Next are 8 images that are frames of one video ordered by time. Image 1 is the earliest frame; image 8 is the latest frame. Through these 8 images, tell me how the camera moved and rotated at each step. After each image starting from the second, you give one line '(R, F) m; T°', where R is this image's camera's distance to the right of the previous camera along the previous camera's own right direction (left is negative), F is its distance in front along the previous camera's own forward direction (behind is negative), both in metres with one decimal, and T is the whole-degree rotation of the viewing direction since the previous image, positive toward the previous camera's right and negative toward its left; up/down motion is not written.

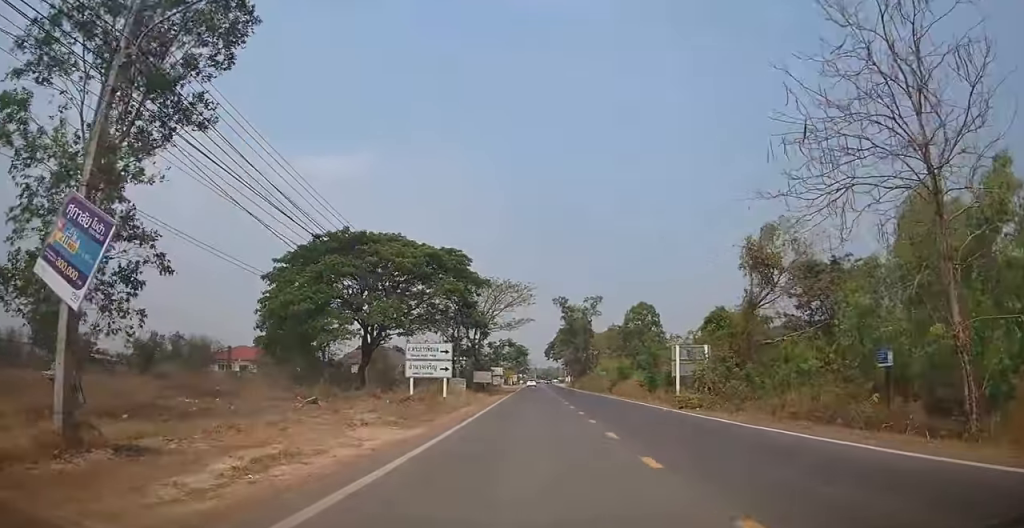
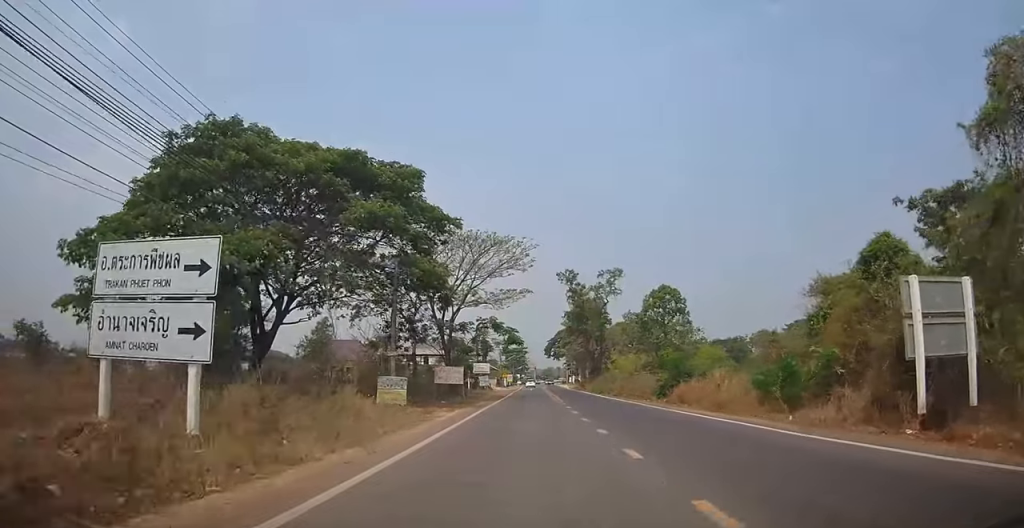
(+0.4, +18.8) m; +1°
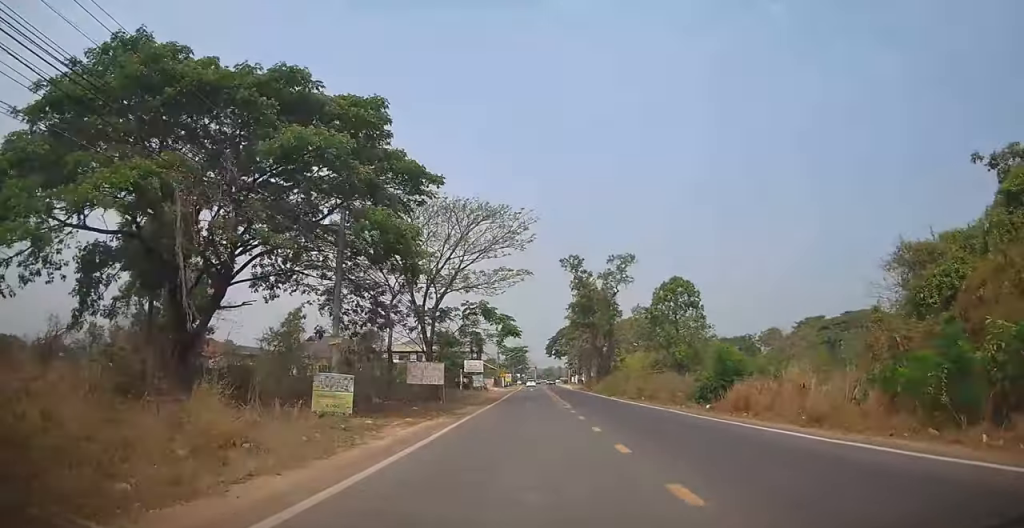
(-0.1, +7.0) m; 0°
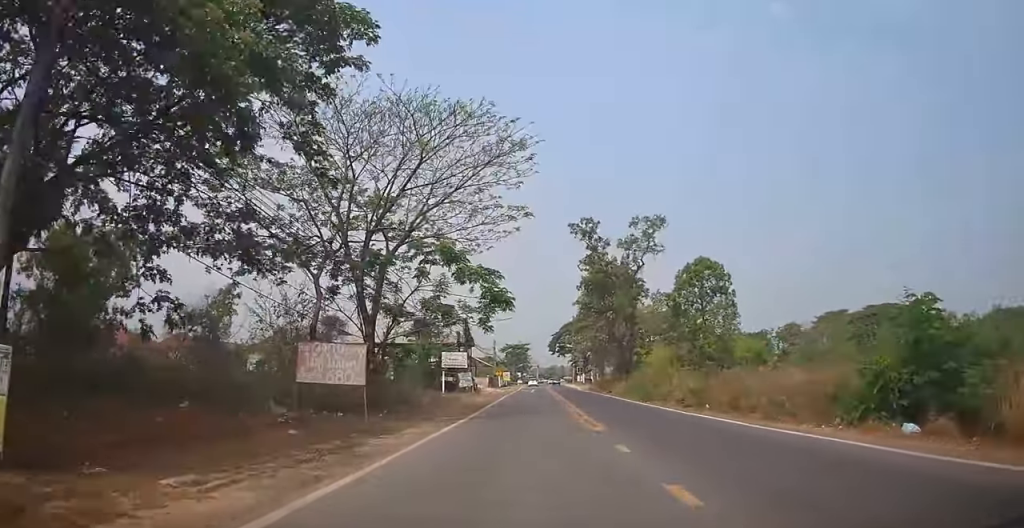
(-0.1, +11.9) m; -1°
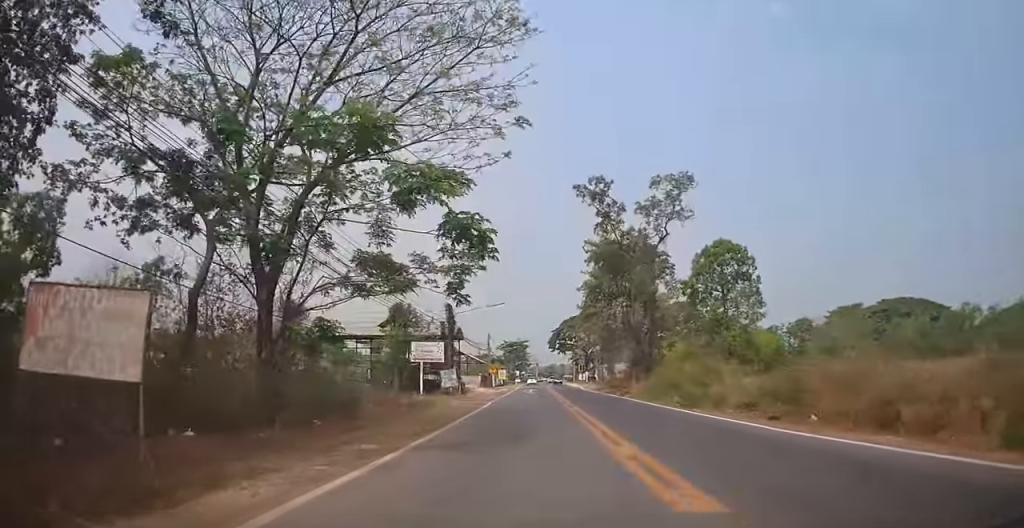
(-0.1, +8.2) m; 0°
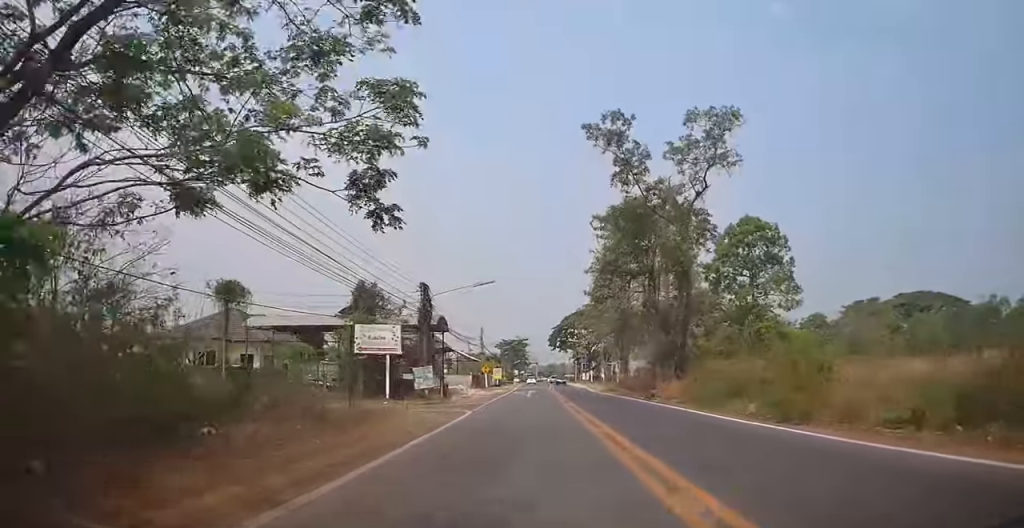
(-0.1, +8.4) m; 0°
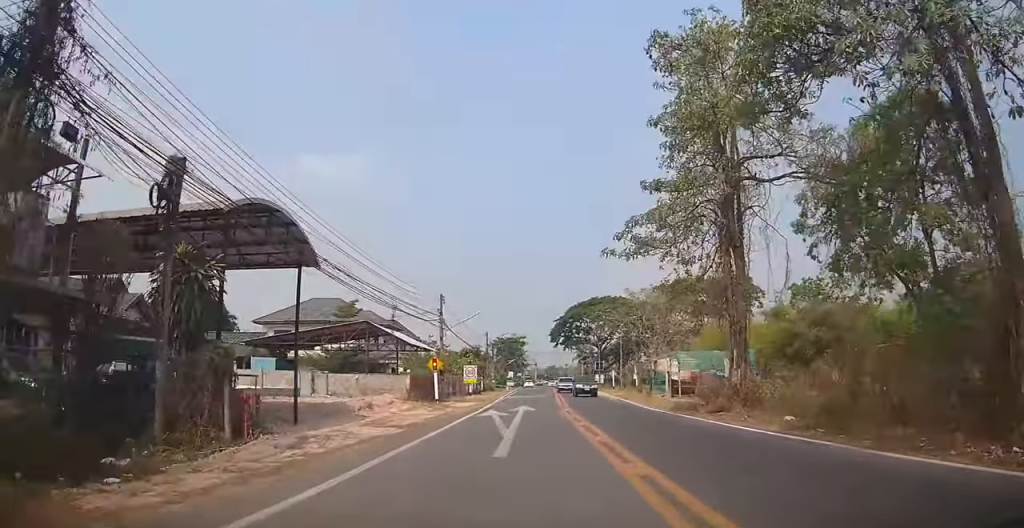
(+0.8, +25.0) m; +2°
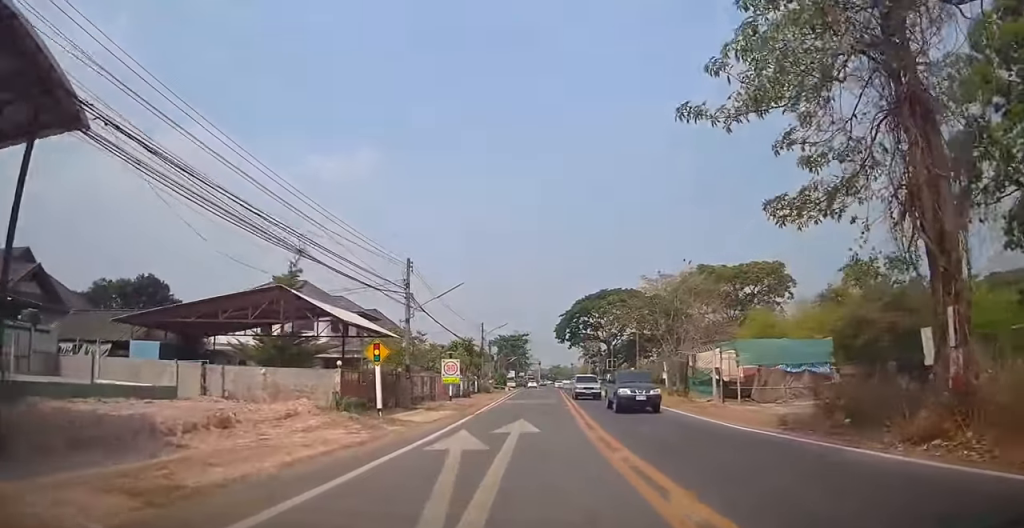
(-0.1, +10.4) m; 0°
